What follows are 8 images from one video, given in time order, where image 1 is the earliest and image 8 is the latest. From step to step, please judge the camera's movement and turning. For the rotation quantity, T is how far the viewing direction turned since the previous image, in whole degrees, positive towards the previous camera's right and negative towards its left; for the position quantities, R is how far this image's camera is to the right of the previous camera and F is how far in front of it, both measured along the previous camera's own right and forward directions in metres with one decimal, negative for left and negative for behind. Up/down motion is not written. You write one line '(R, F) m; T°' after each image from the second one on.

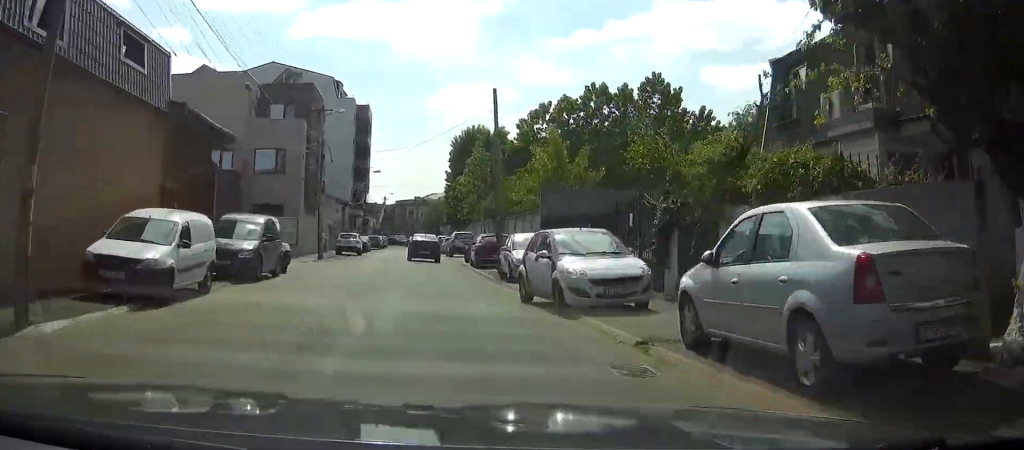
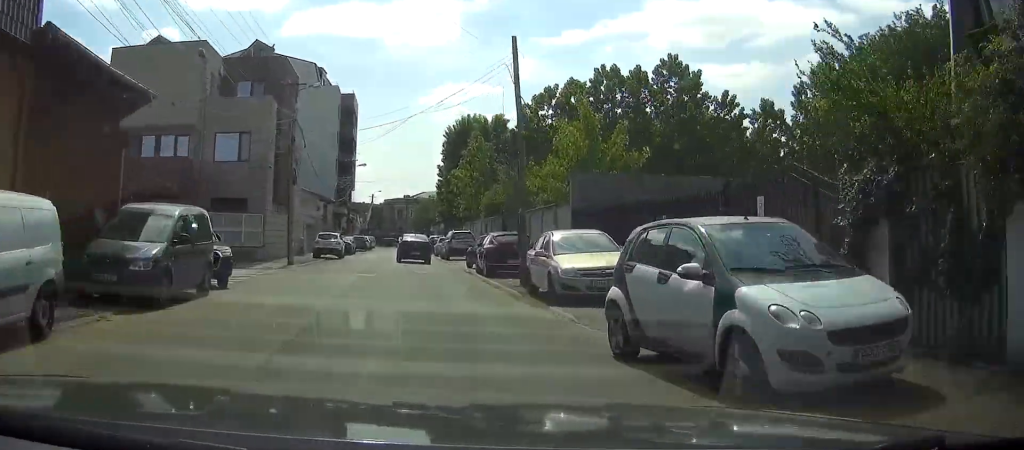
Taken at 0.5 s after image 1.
(-0.1, +7.3) m; 0°
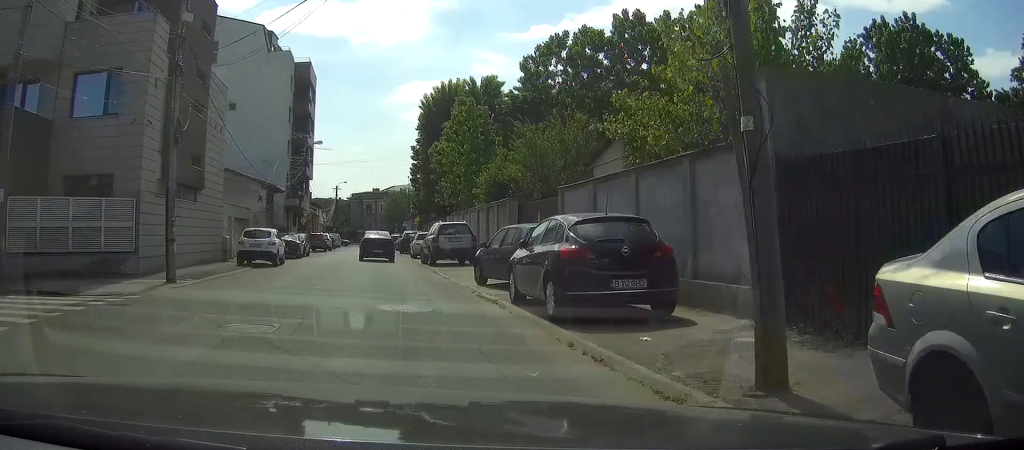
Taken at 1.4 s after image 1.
(+0.3, +14.2) m; +1°
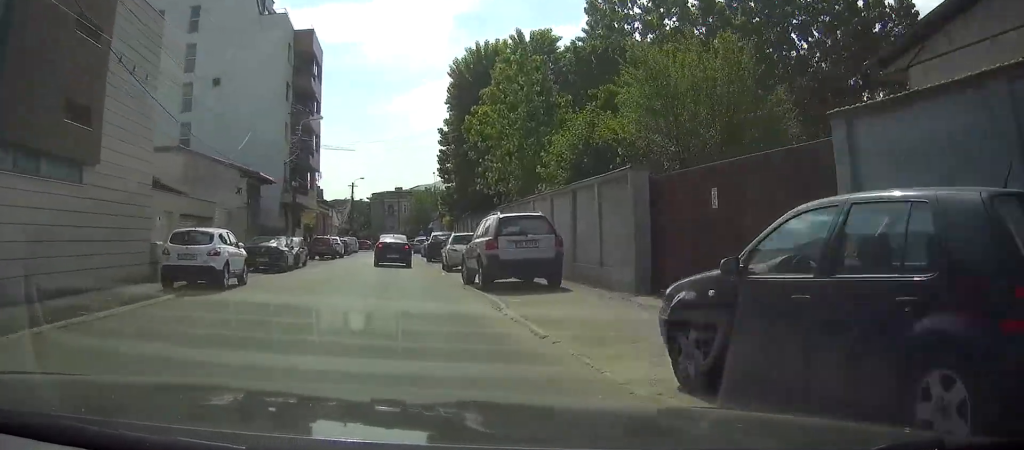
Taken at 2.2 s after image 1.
(+0.1, +12.2) m; 0°
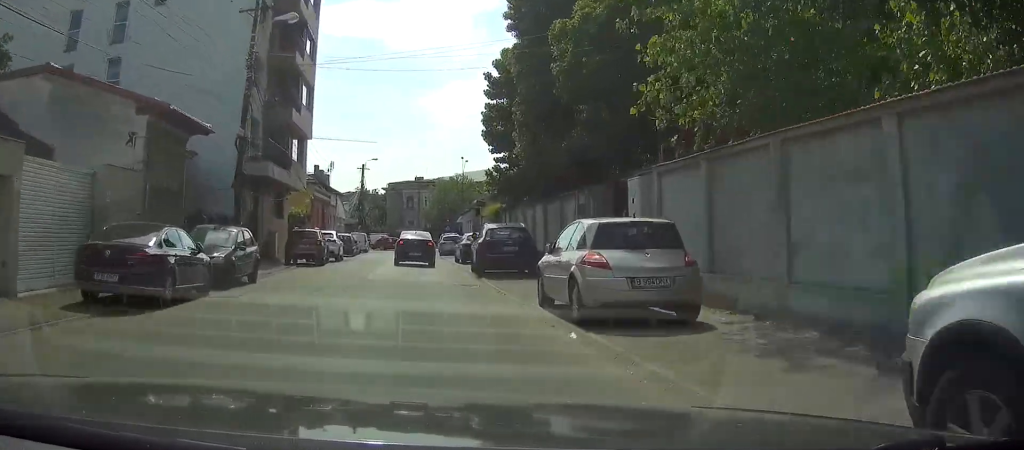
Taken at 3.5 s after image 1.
(-0.1, +17.4) m; -1°
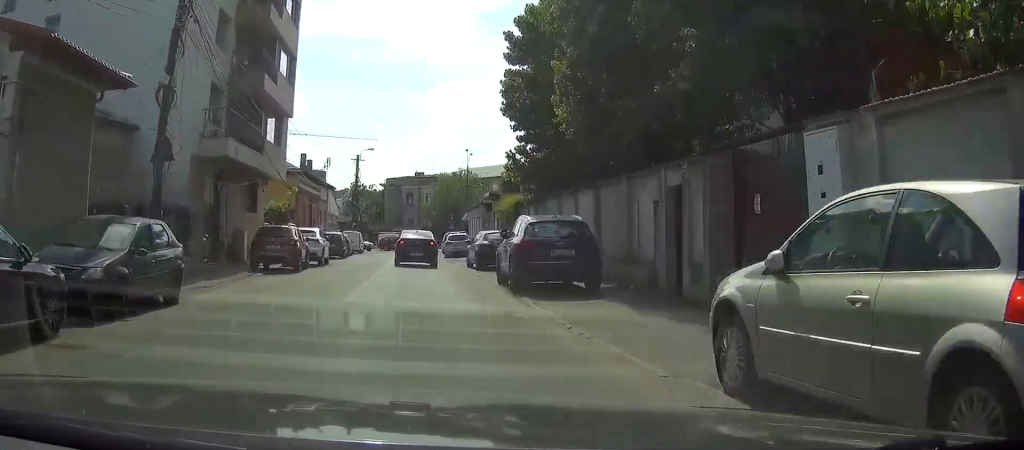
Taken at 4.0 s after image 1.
(0.0, +7.5) m; 0°
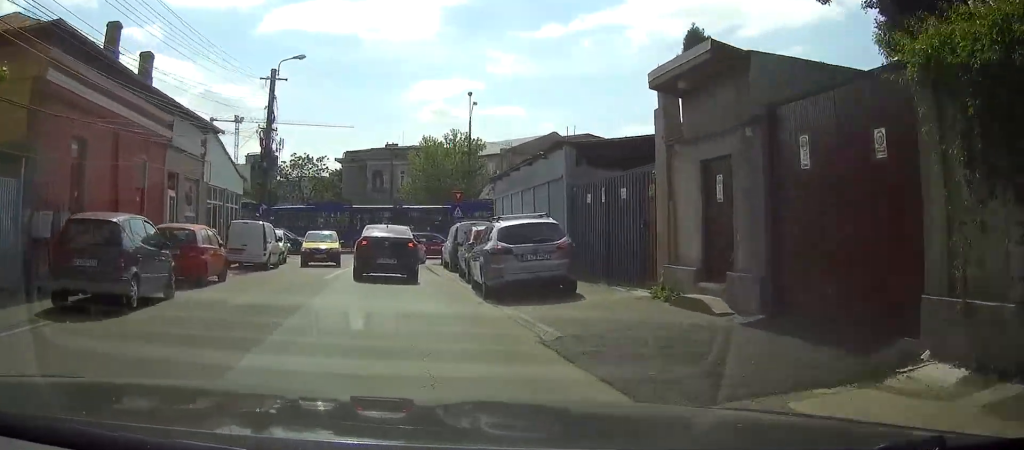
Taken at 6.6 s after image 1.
(0.0, +33.3) m; +2°
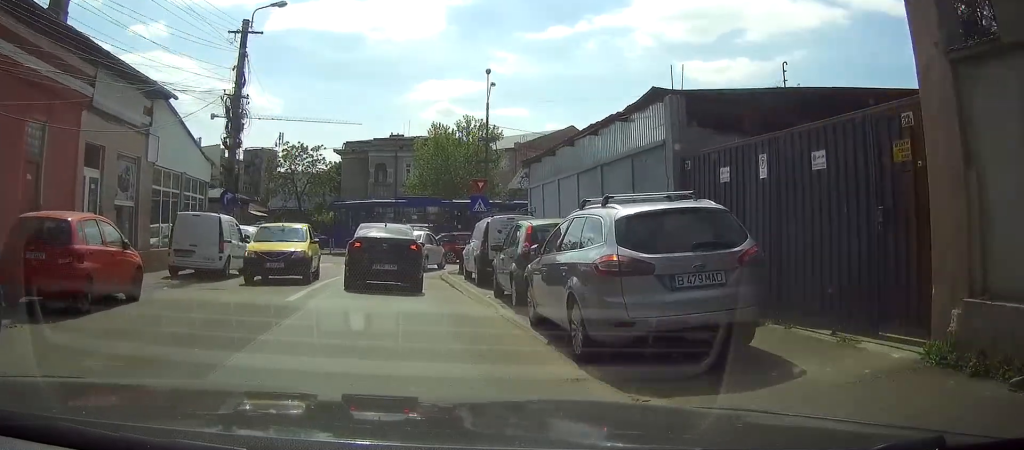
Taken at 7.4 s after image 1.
(+0.3, +7.7) m; +1°
